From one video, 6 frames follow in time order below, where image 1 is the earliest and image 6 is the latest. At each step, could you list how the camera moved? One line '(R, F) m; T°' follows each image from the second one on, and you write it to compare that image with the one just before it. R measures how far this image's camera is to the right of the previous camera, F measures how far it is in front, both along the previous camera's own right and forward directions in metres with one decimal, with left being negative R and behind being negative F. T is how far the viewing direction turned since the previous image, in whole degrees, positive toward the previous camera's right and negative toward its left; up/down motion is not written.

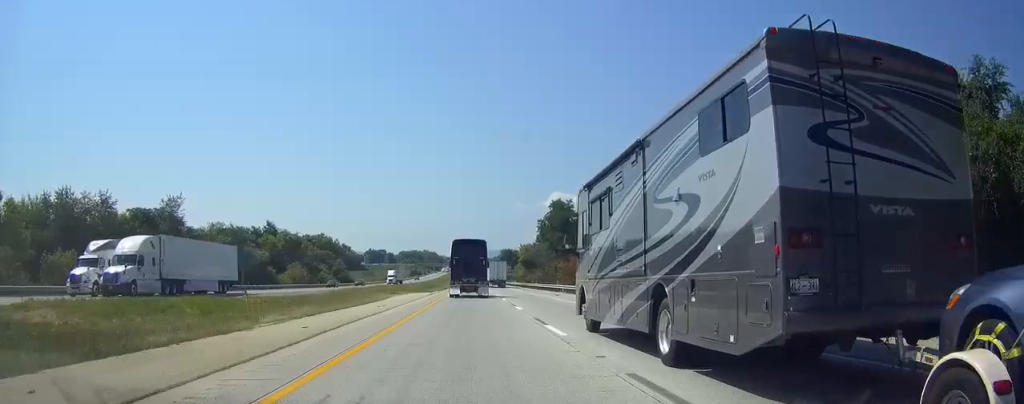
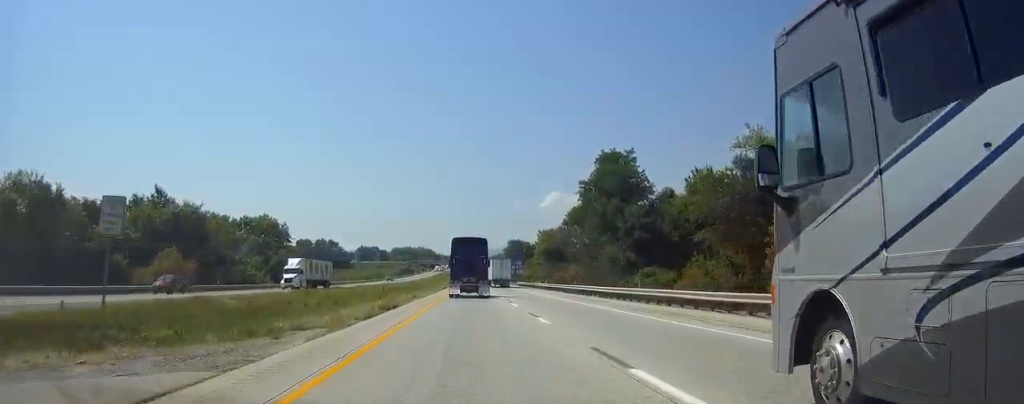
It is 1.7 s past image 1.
(+0.1, +57.9) m; 0°
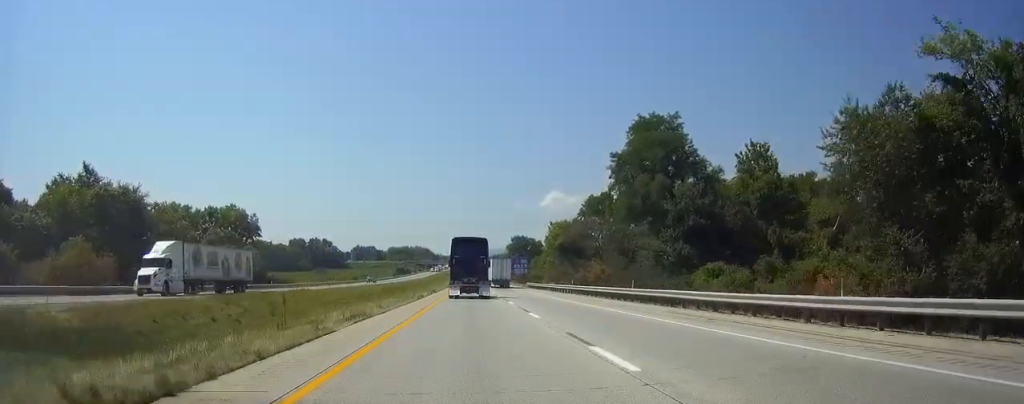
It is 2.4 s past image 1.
(0.0, +21.2) m; 0°
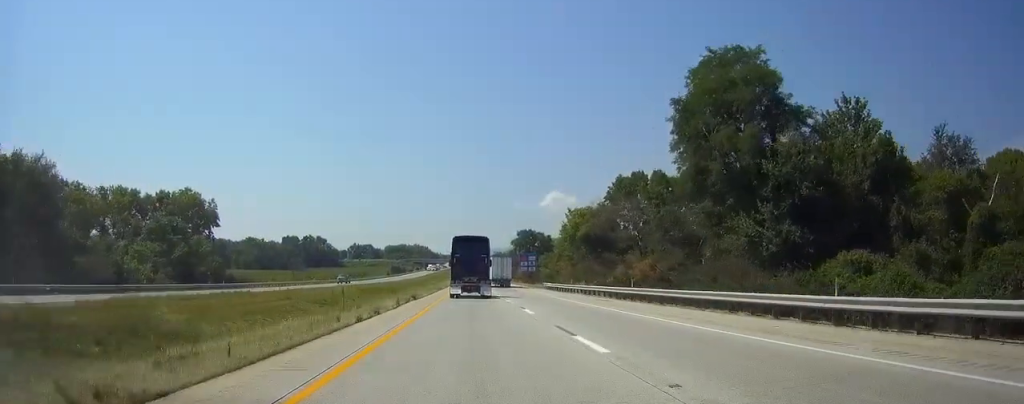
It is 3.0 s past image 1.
(0.0, +22.5) m; 0°
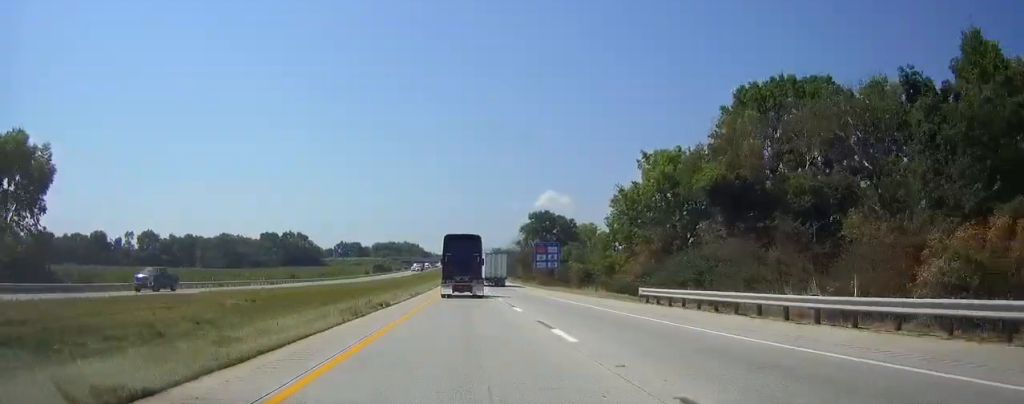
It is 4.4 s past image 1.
(0.0, +47.4) m; 0°
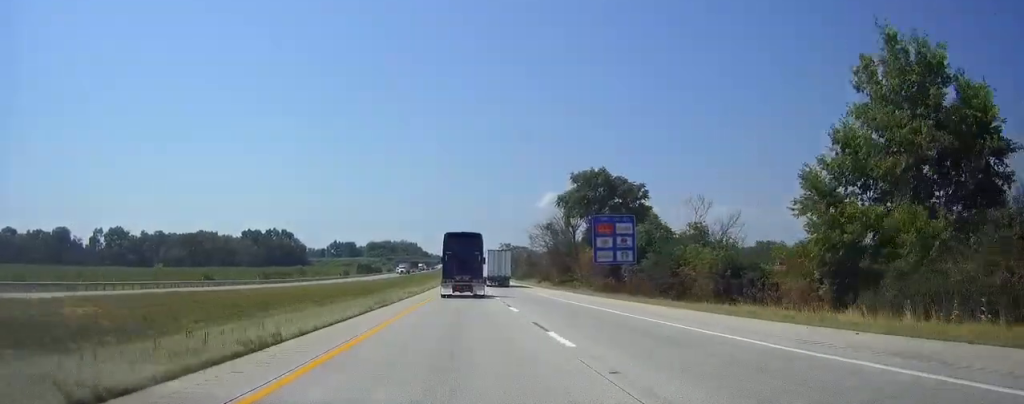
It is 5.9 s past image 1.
(+0.2, +50.1) m; 0°
